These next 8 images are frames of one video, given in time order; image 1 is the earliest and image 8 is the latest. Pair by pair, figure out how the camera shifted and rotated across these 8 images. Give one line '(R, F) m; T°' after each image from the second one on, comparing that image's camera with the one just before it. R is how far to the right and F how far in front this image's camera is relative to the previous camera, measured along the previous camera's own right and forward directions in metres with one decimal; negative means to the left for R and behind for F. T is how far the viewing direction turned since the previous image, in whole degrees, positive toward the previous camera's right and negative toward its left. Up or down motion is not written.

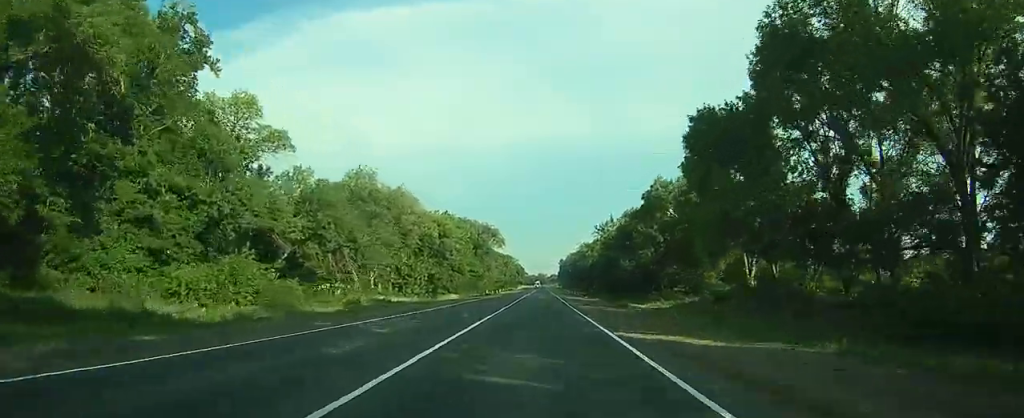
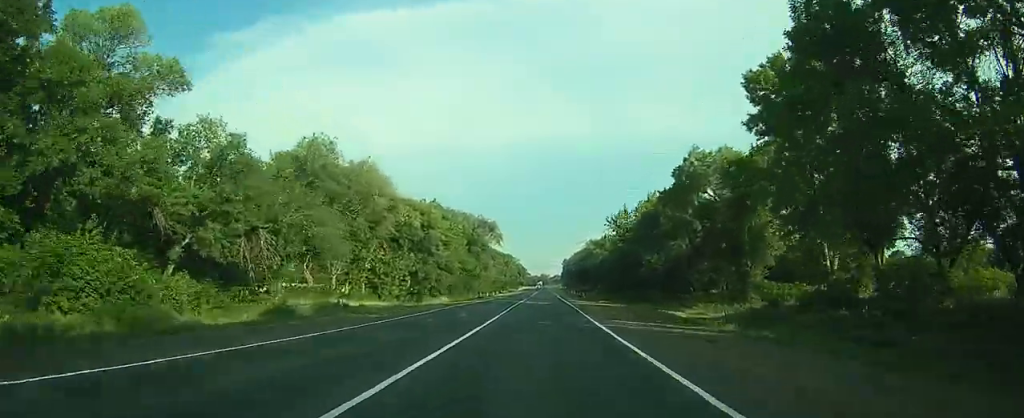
(+0.2, +15.5) m; 0°
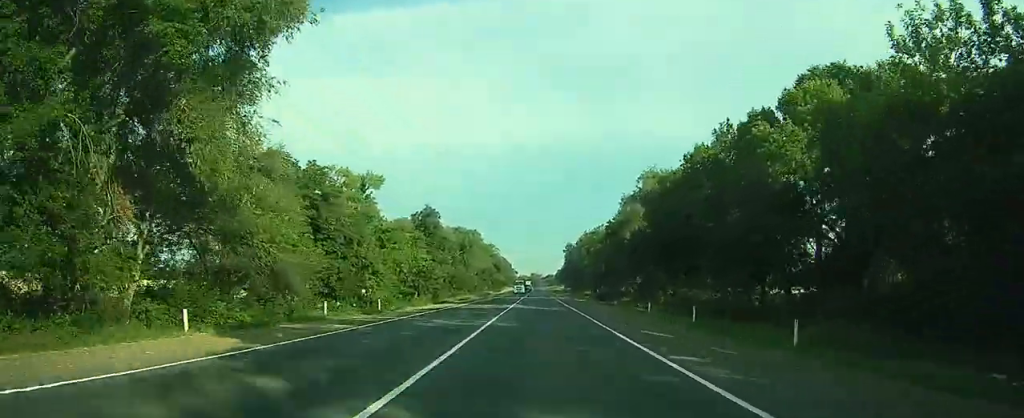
(+0.6, +106.1) m; 0°
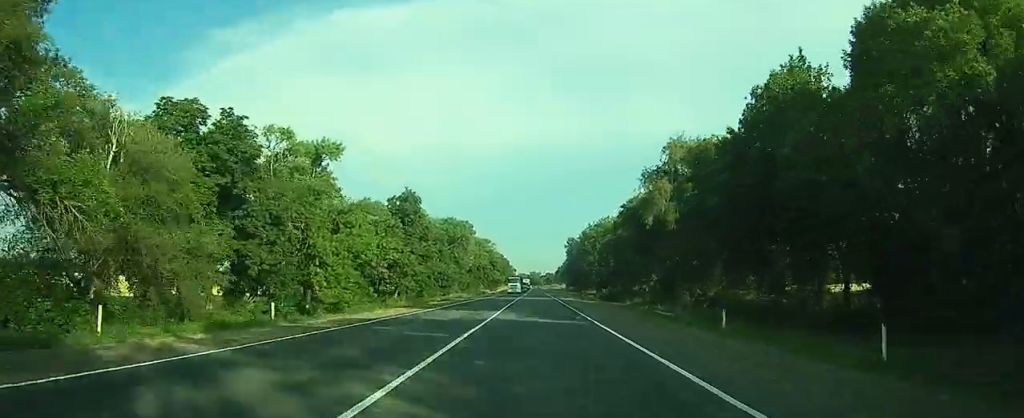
(0.0, +14.8) m; 0°
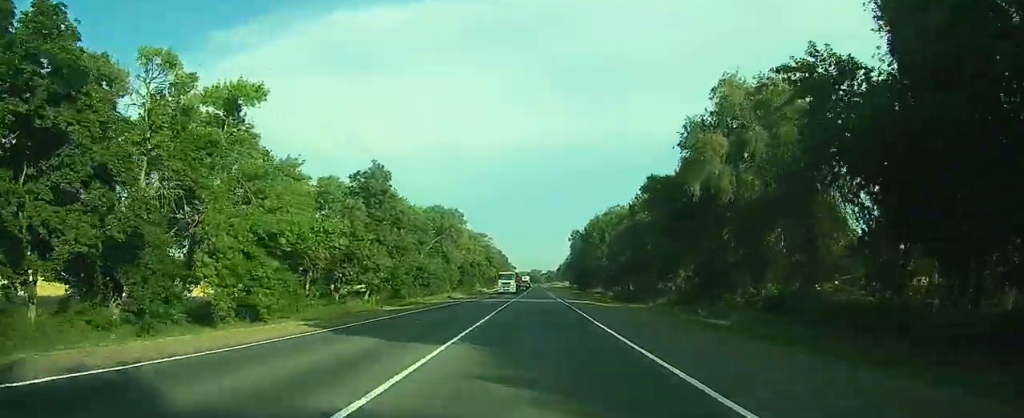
(0.0, +16.7) m; 0°
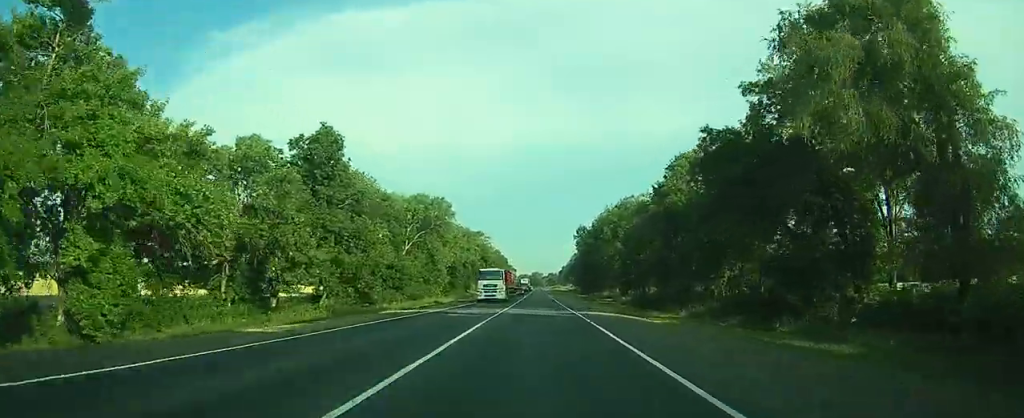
(0.0, +16.6) m; 0°
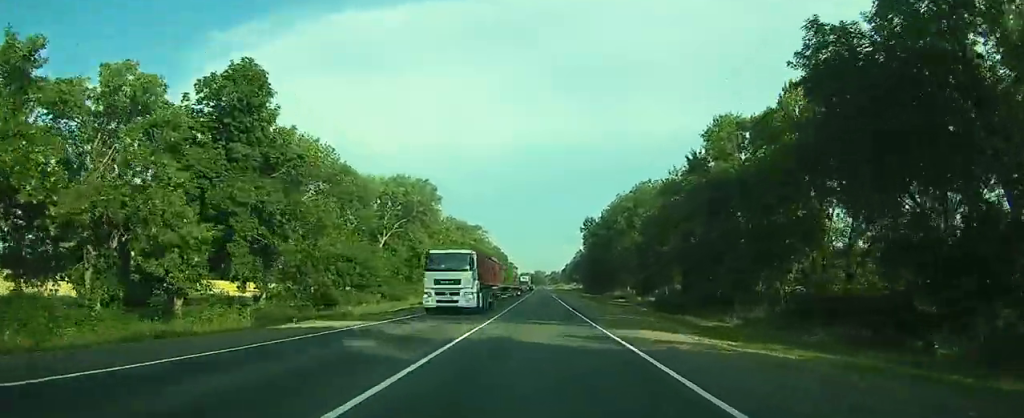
(0.0, +14.4) m; 0°
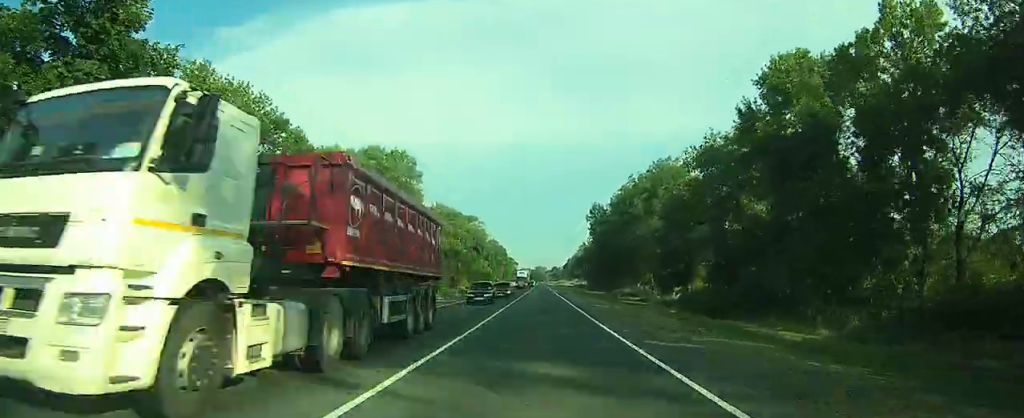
(0.0, +13.5) m; 0°
